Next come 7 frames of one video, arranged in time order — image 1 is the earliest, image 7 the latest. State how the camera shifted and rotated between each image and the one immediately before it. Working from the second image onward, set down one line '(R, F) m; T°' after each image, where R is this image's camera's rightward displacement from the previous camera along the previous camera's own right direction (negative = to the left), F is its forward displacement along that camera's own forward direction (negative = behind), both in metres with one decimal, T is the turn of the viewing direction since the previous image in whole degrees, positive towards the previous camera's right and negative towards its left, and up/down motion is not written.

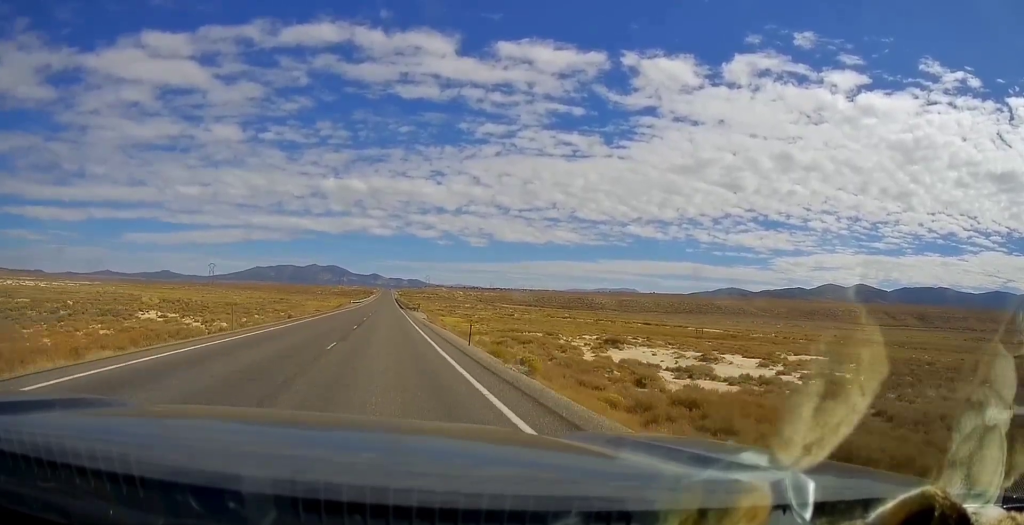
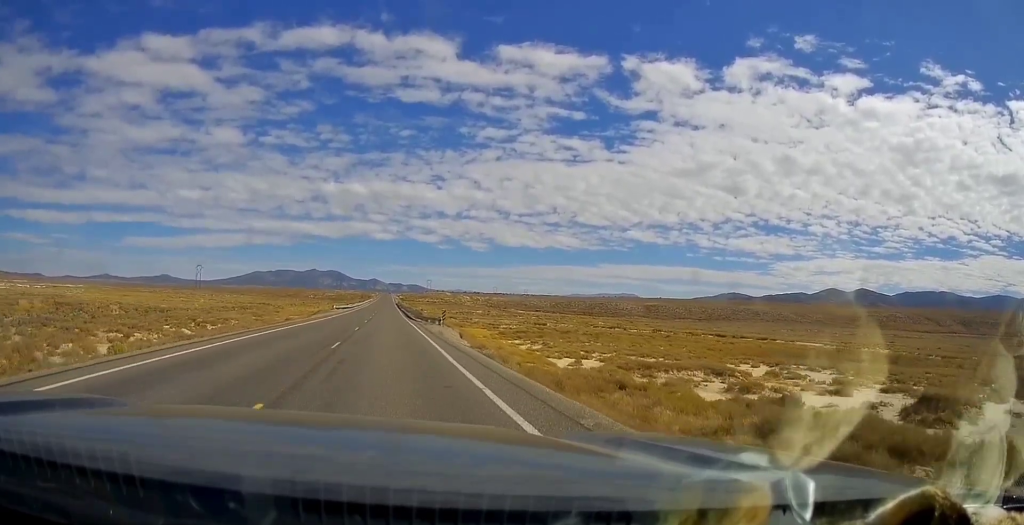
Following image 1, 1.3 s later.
(+0.1, +42.9) m; 0°
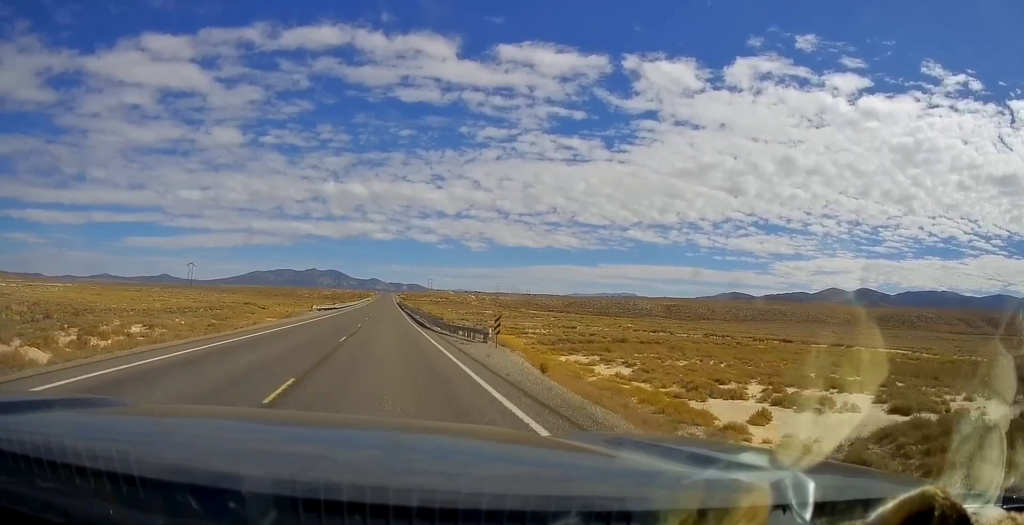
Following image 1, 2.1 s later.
(-0.2, +26.0) m; -1°
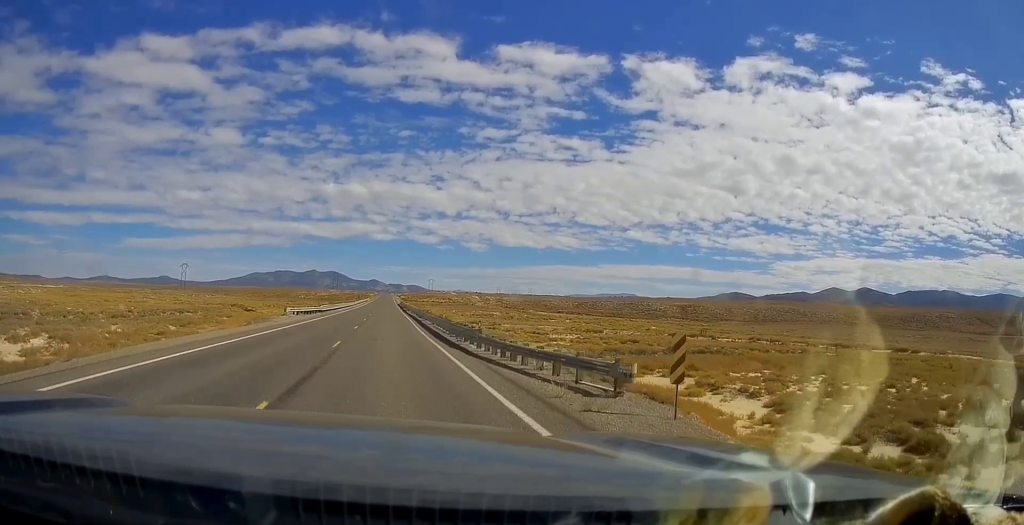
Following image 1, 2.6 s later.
(-0.2, +17.3) m; 0°
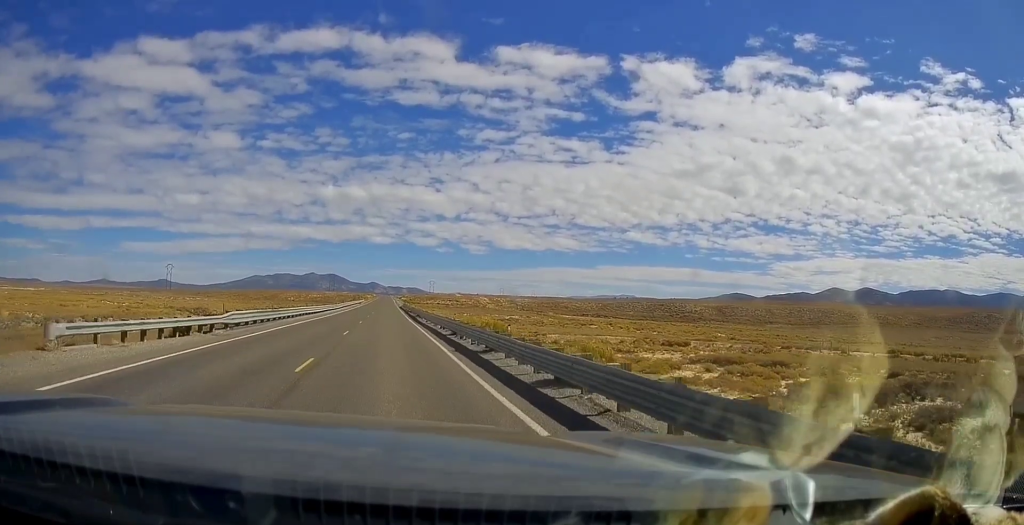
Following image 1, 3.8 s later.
(+0.2, +37.4) m; +1°
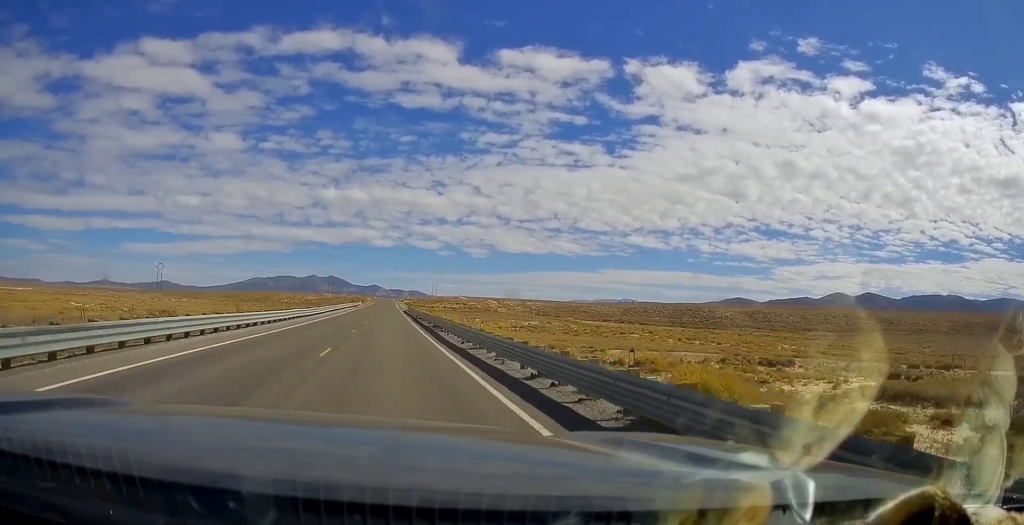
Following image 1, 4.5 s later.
(-0.1, +23.9) m; +1°
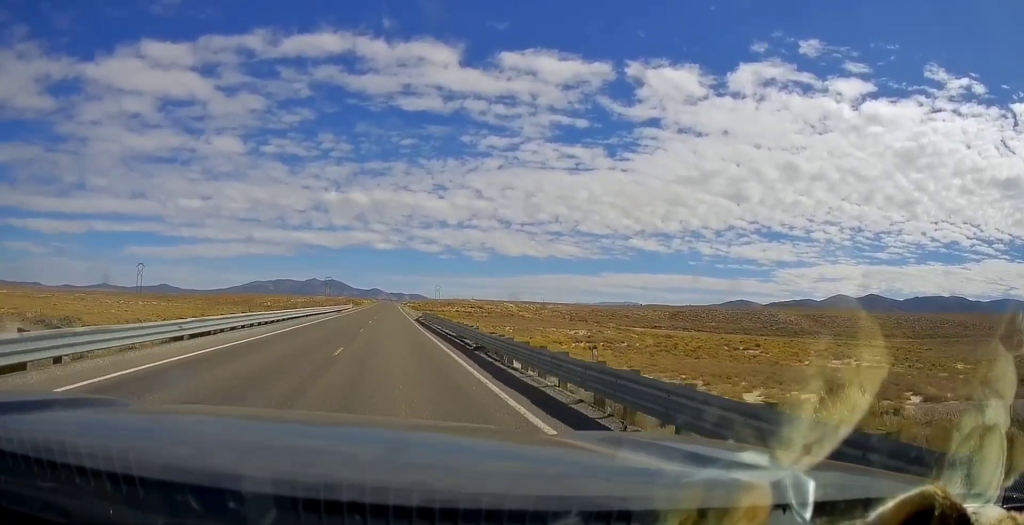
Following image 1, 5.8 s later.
(+0.3, +44.2) m; 0°
